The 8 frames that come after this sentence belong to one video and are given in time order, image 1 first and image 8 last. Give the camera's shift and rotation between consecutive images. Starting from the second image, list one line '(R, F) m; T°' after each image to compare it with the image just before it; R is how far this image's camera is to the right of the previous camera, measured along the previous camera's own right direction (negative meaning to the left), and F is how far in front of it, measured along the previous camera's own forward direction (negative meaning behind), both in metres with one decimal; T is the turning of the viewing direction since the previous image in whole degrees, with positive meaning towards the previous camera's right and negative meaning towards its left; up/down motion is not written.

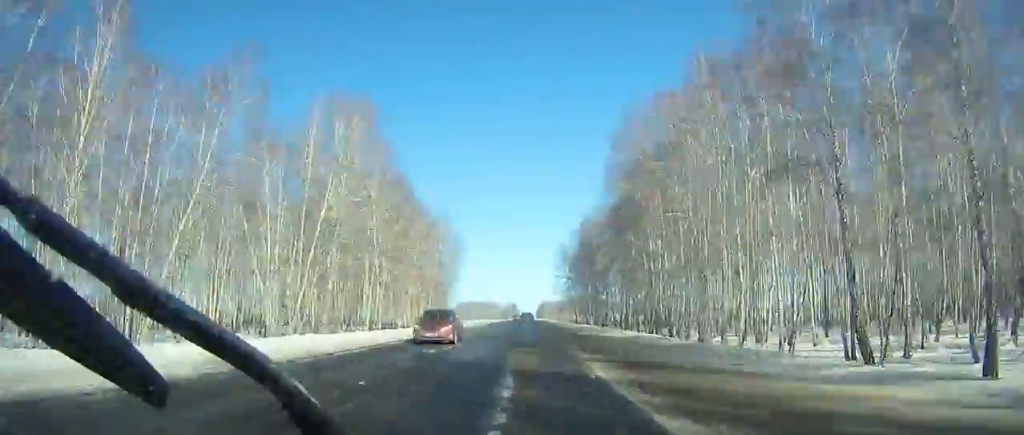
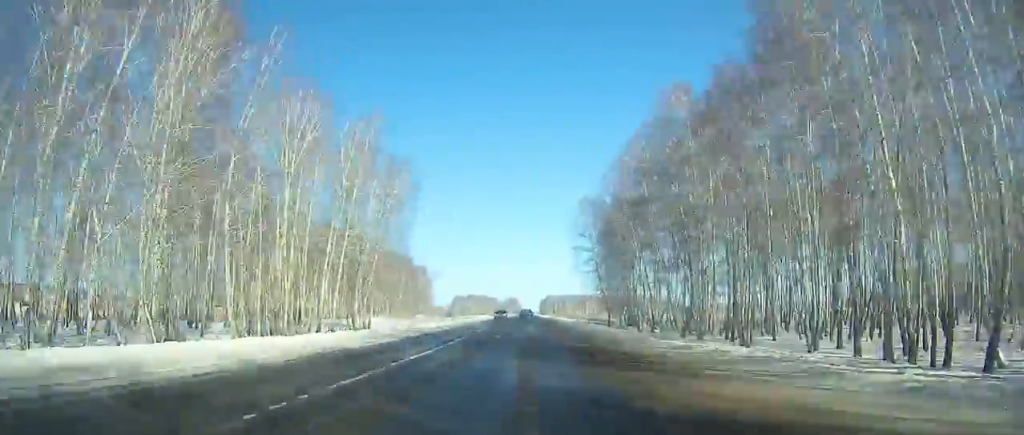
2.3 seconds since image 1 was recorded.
(-0.8, +54.7) m; 0°
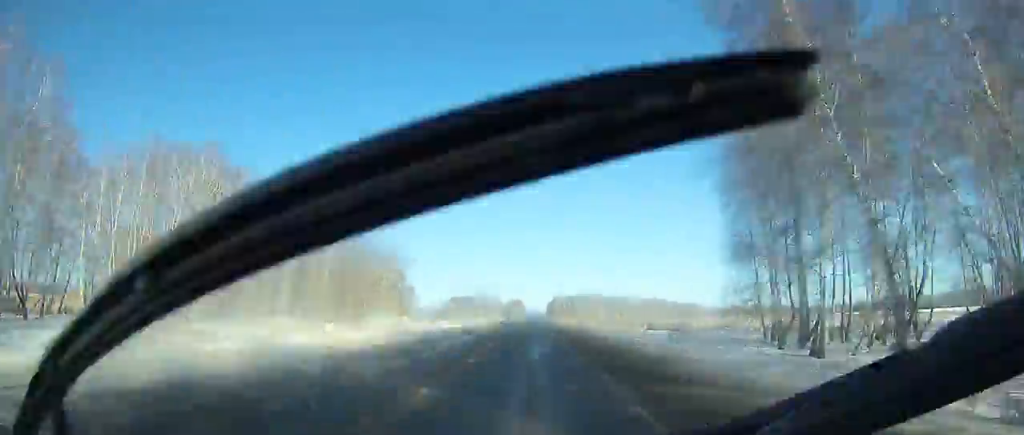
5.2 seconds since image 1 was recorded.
(+1.5, +69.2) m; +2°
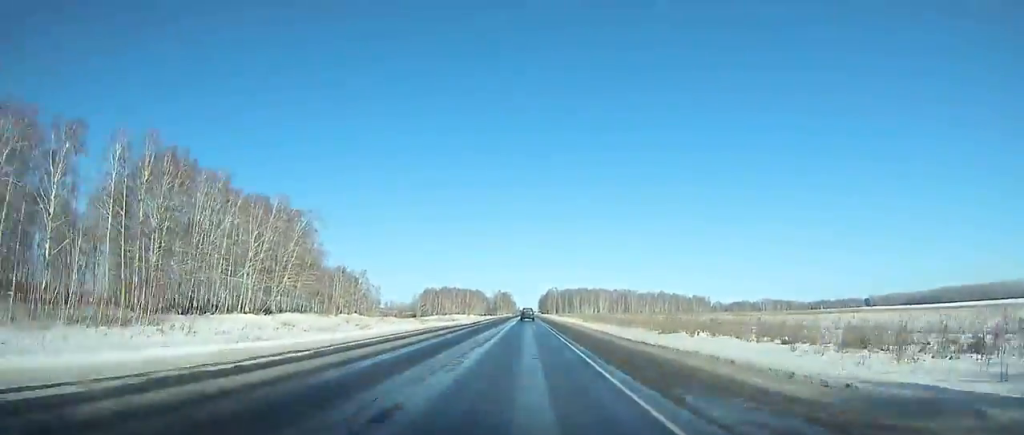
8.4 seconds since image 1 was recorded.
(+0.5, +76.3) m; +1°
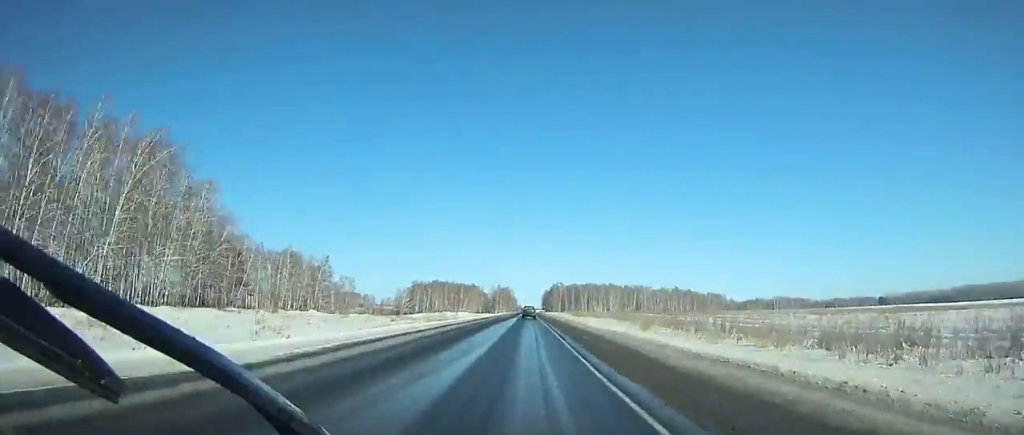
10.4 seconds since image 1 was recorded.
(+0.1, +48.0) m; 0°
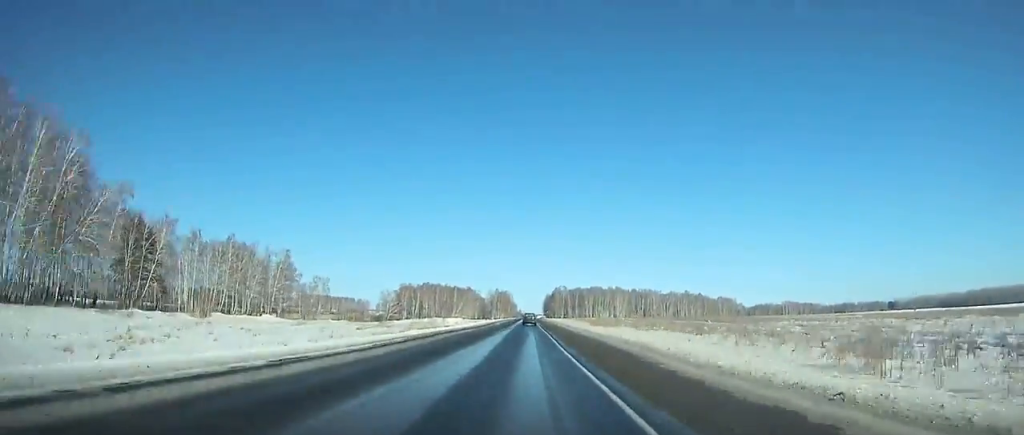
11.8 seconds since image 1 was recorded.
(-0.1, +34.0) m; 0°
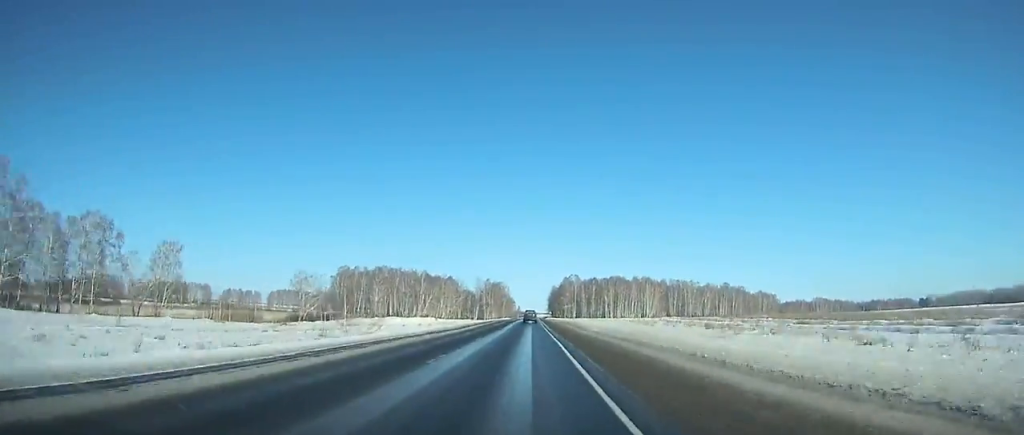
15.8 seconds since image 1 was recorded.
(-0.1, +98.8) m; 0°
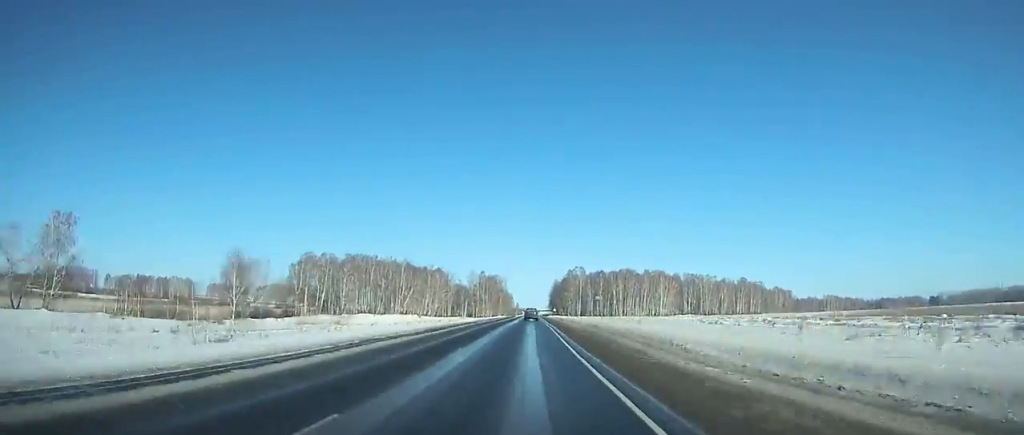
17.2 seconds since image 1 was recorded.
(0.0, +35.5) m; 0°
